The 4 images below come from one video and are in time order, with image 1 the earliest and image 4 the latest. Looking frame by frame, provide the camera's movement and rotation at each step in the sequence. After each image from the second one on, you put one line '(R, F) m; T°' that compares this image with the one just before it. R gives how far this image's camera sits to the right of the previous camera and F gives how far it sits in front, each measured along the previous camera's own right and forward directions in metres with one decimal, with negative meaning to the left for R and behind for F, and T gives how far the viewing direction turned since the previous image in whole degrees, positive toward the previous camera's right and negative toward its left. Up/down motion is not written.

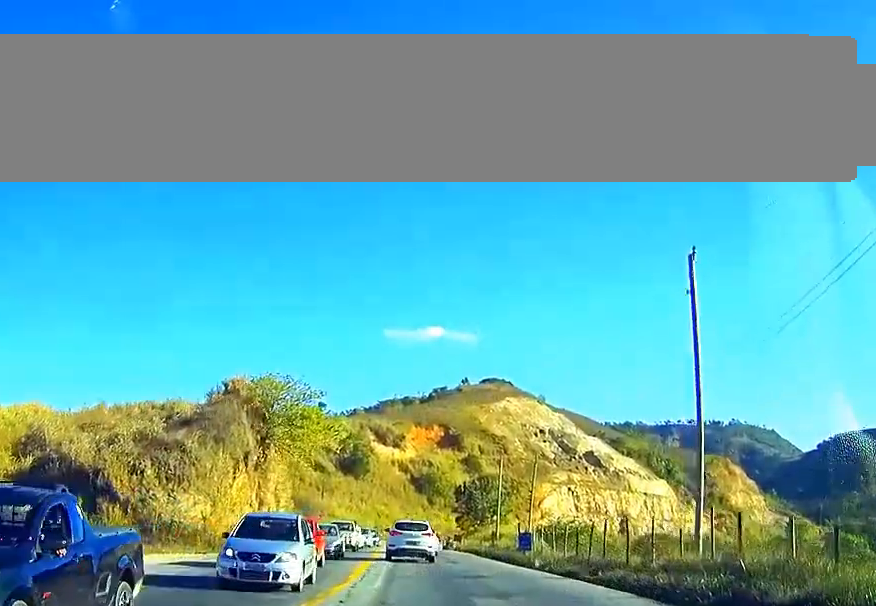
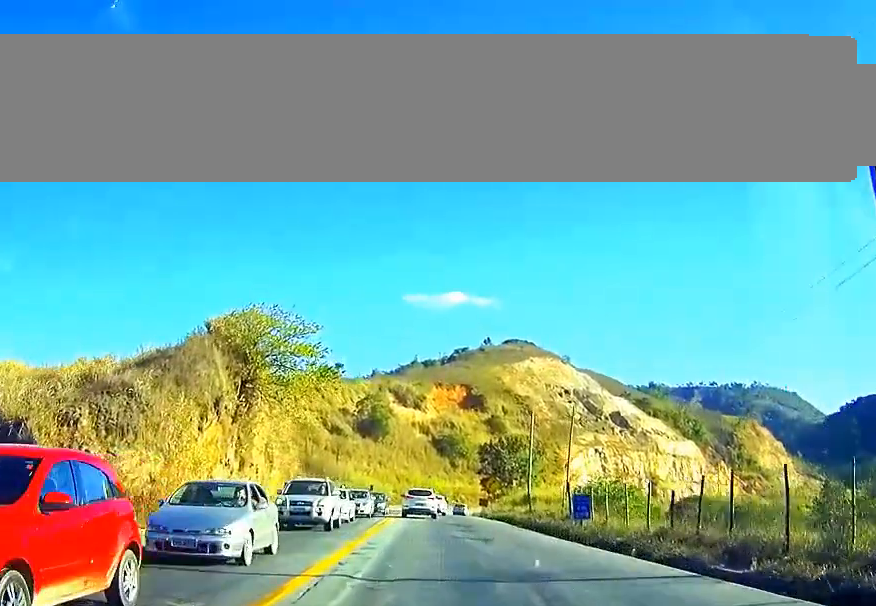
(-0.6, +11.3) m; -4°
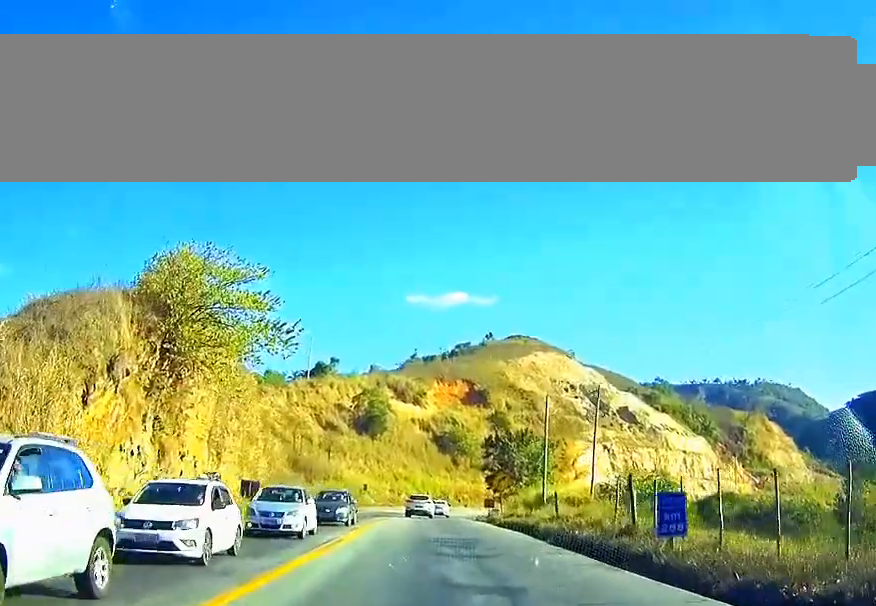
(+0.1, +12.4) m; -1°
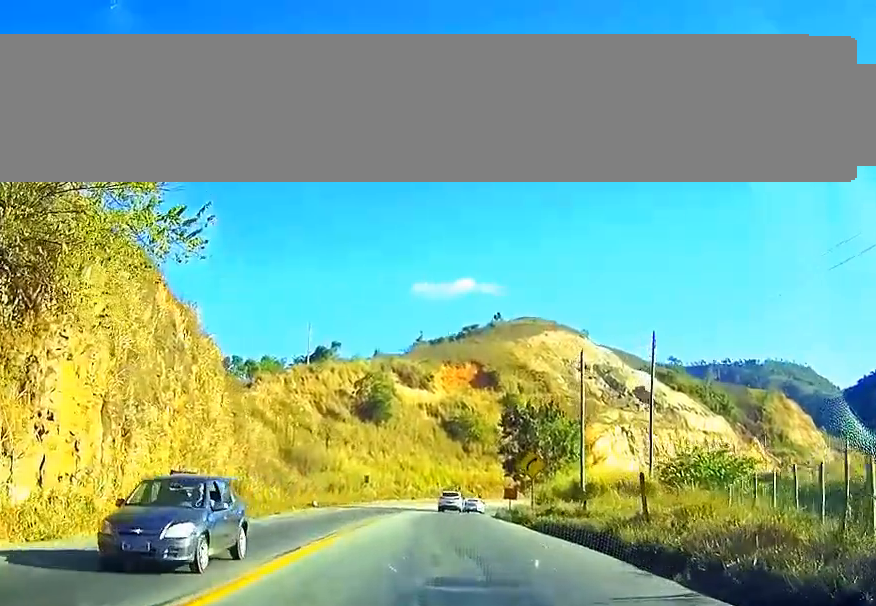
(0.0, +14.0) m; +2°
